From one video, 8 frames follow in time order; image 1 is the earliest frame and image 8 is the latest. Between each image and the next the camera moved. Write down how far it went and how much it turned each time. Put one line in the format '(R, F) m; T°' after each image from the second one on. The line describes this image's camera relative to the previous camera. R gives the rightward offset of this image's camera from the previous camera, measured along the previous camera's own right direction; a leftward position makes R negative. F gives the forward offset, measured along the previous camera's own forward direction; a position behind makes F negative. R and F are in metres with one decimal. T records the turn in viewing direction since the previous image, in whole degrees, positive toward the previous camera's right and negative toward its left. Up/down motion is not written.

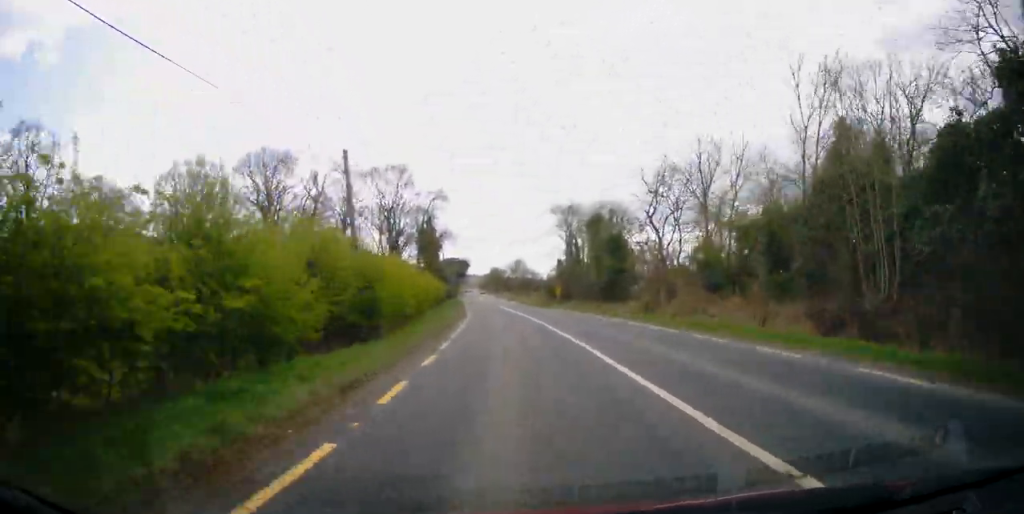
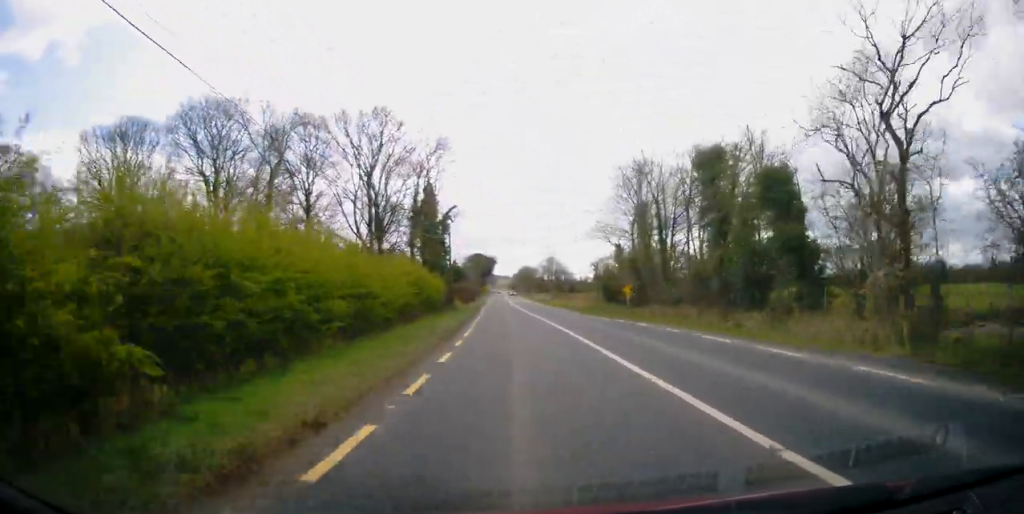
(-0.8, +23.6) m; -3°
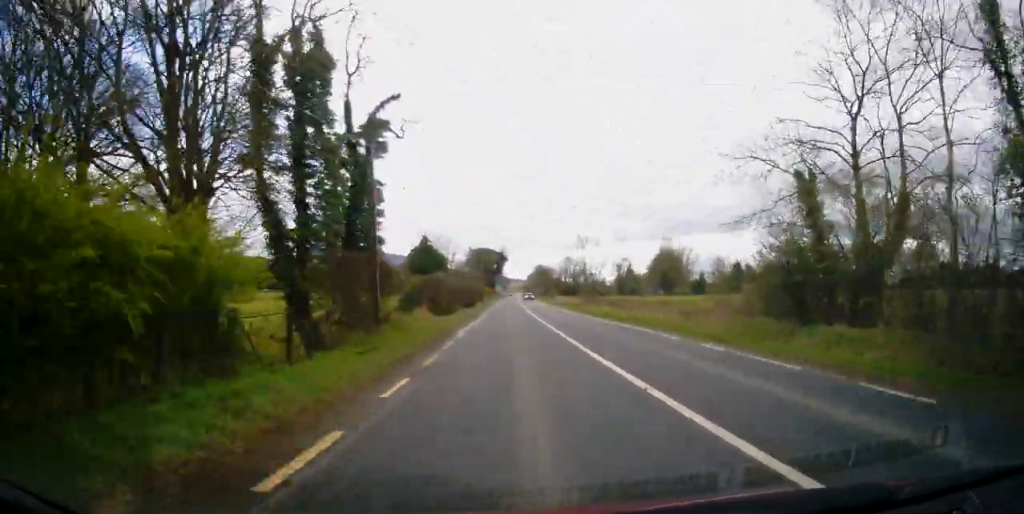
(-0.4, +32.9) m; -1°
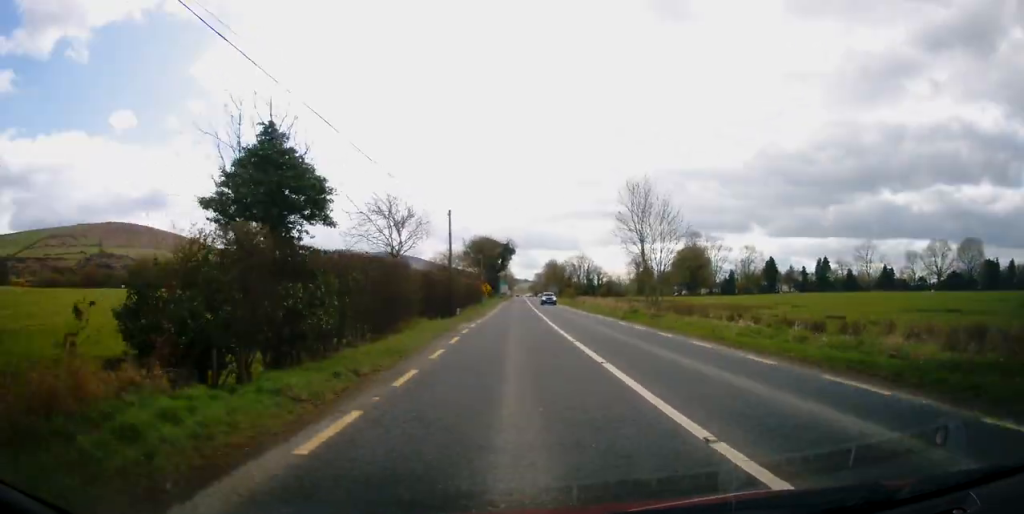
(-0.5, +27.5) m; -1°
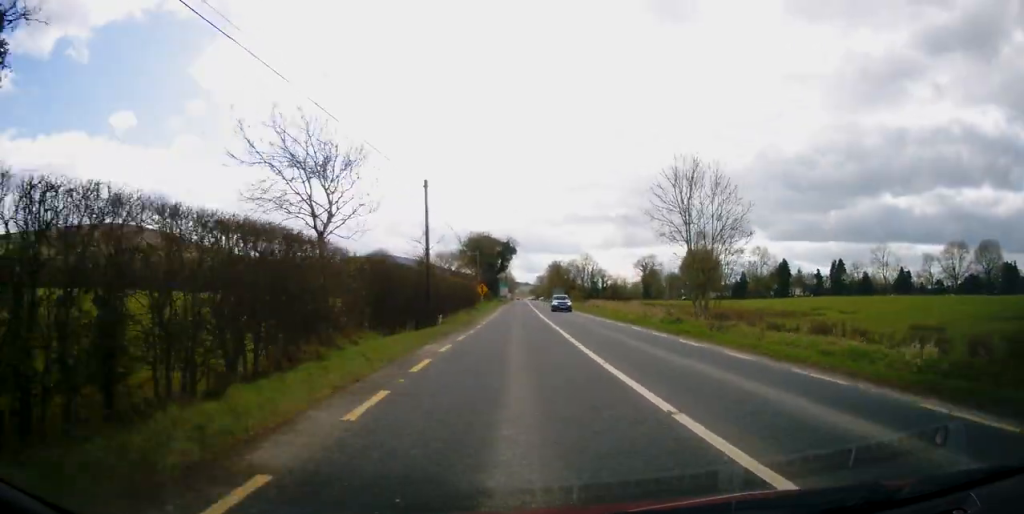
(-0.1, +10.9) m; 0°
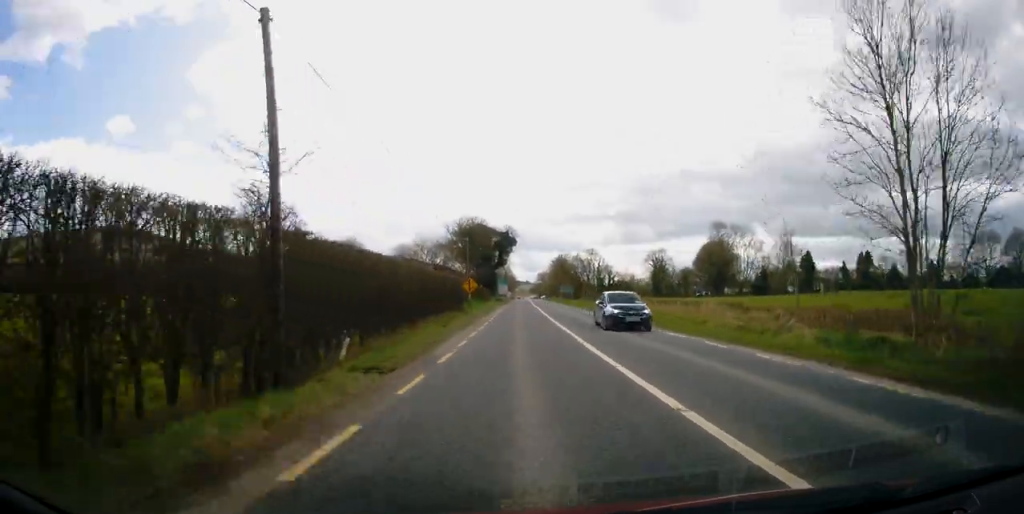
(+0.2, +18.5) m; +1°
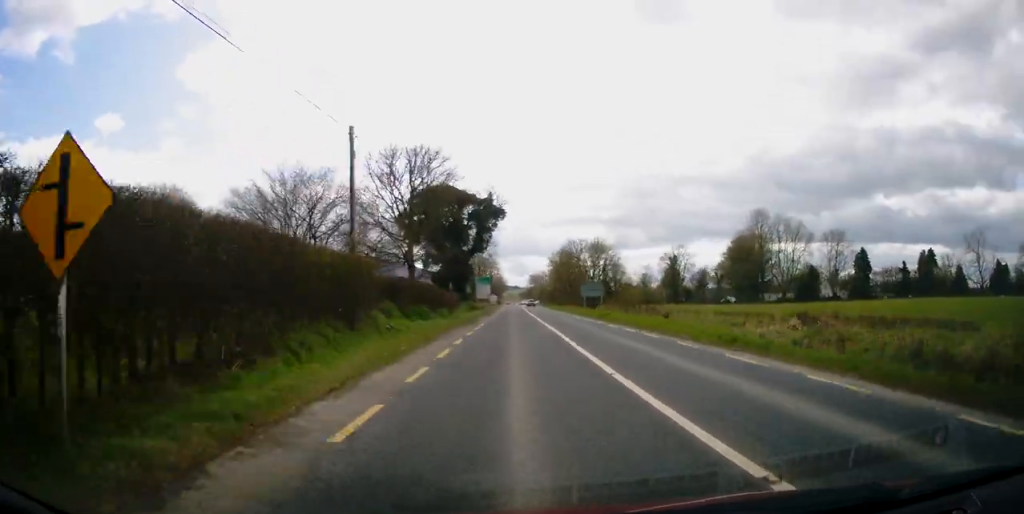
(+0.2, +40.0) m; 0°
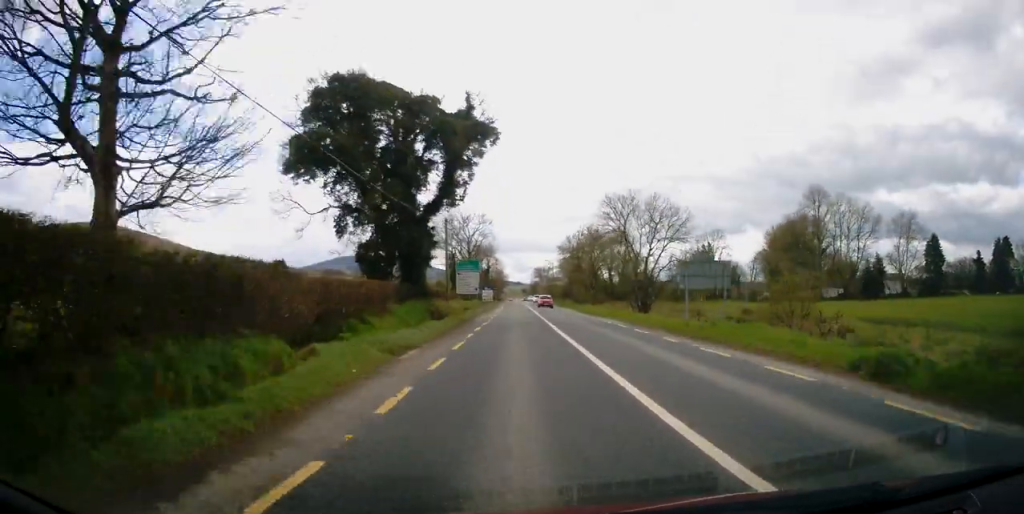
(0.0, +31.3) m; 0°
